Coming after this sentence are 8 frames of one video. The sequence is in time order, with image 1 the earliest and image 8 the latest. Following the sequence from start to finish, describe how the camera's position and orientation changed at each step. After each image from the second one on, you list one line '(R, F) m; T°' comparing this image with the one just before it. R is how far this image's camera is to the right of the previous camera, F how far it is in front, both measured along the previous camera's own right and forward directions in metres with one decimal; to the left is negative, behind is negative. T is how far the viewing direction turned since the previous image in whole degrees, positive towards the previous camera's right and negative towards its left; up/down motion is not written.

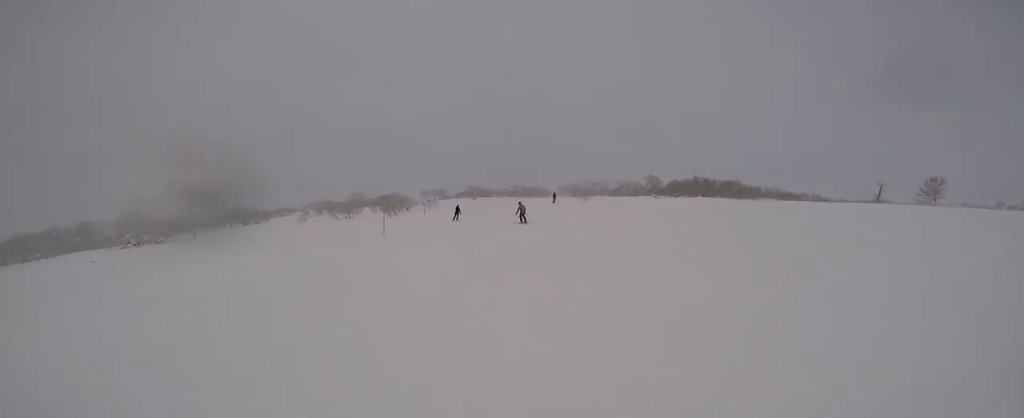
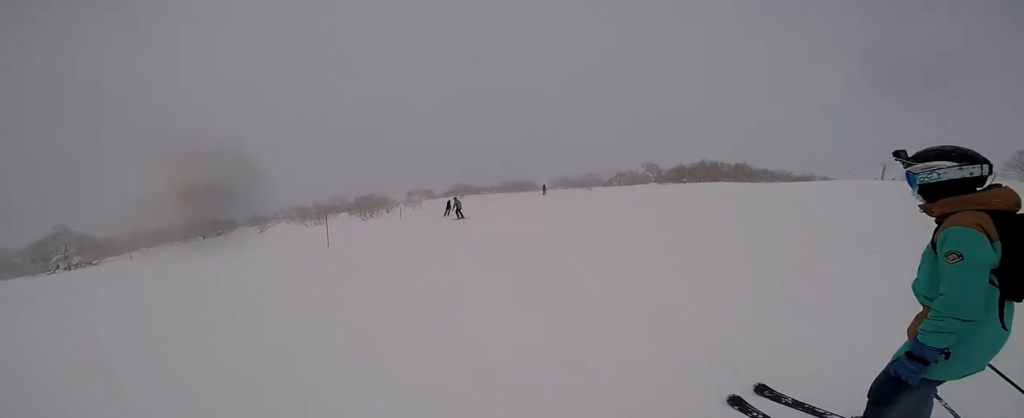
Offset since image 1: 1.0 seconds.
(-0.3, +6.3) m; -6°
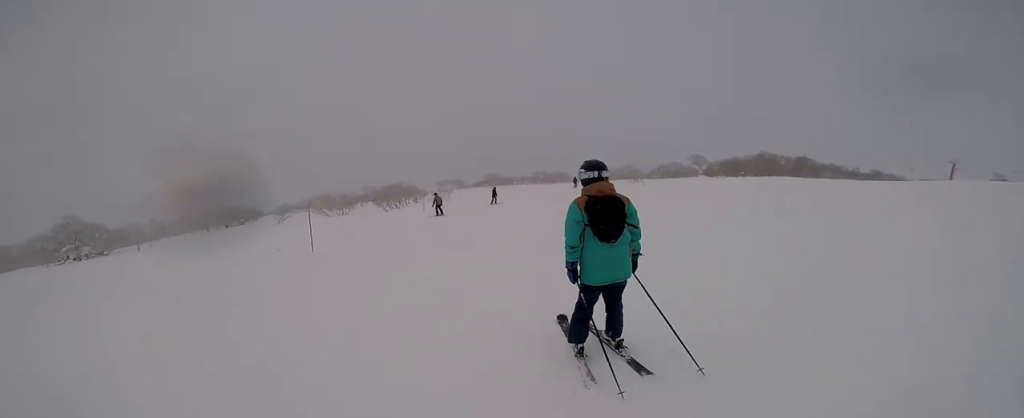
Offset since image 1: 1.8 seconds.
(-0.2, +4.1) m; +1°
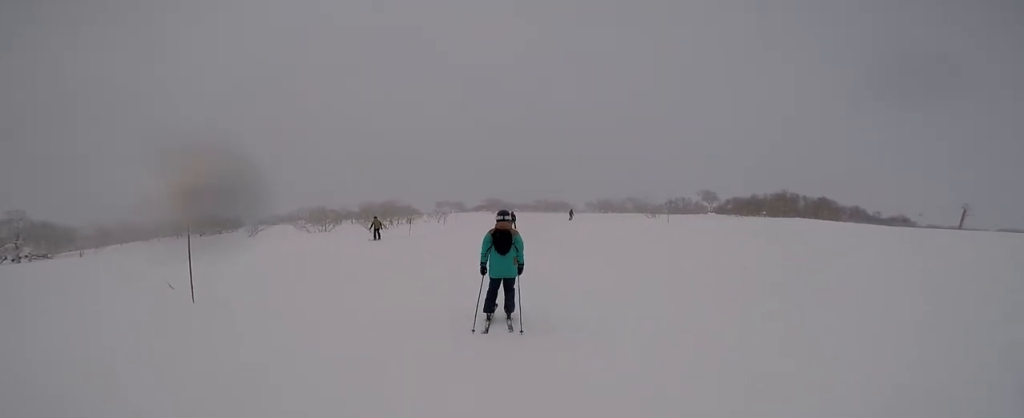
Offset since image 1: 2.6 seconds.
(+0.1, +4.5) m; +3°
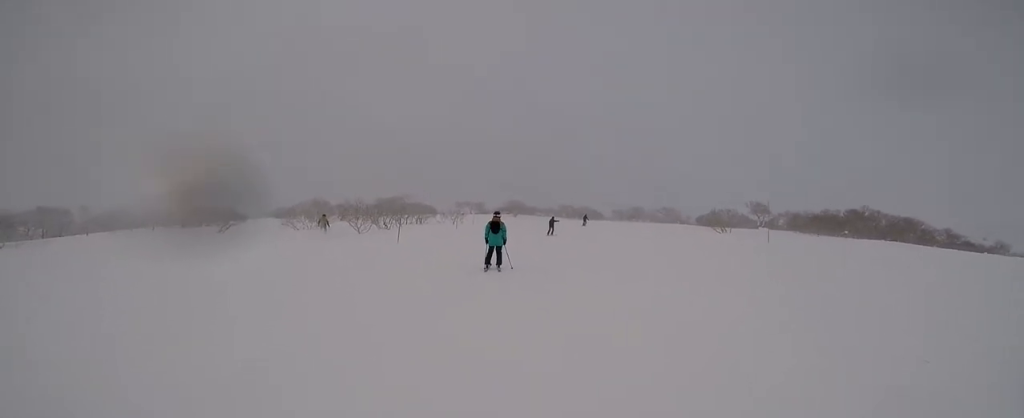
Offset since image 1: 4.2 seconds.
(-0.2, +7.8) m; +1°
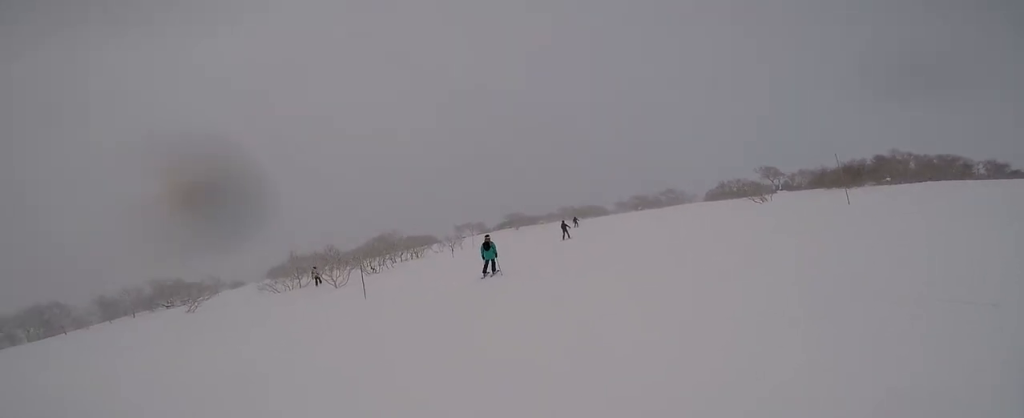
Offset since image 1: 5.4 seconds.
(+0.6, +5.1) m; 0°
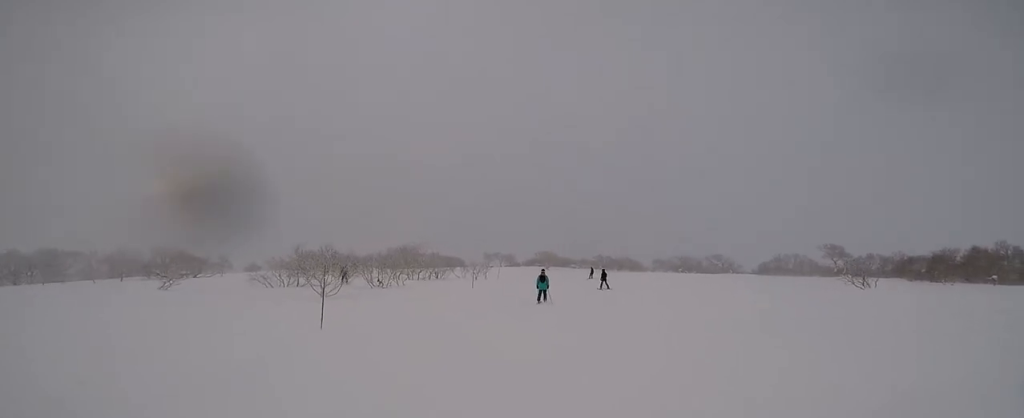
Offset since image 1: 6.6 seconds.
(-0.3, +5.2) m; +3°
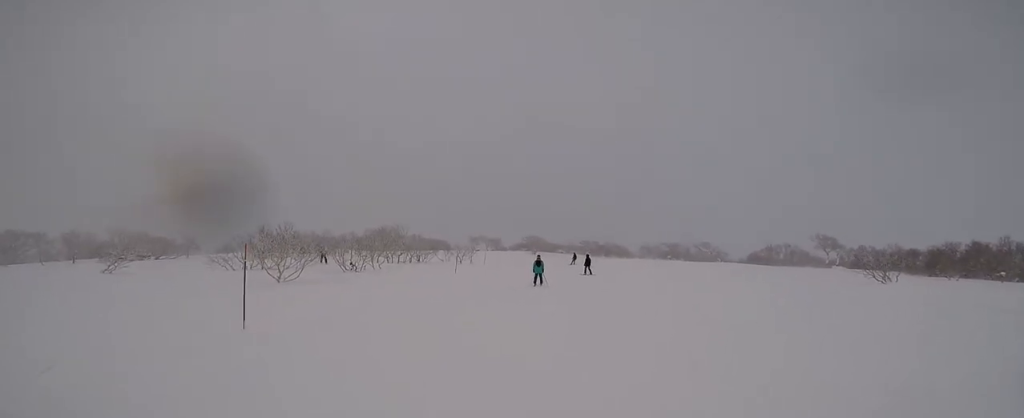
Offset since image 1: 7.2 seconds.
(+0.3, +2.5) m; +5°
